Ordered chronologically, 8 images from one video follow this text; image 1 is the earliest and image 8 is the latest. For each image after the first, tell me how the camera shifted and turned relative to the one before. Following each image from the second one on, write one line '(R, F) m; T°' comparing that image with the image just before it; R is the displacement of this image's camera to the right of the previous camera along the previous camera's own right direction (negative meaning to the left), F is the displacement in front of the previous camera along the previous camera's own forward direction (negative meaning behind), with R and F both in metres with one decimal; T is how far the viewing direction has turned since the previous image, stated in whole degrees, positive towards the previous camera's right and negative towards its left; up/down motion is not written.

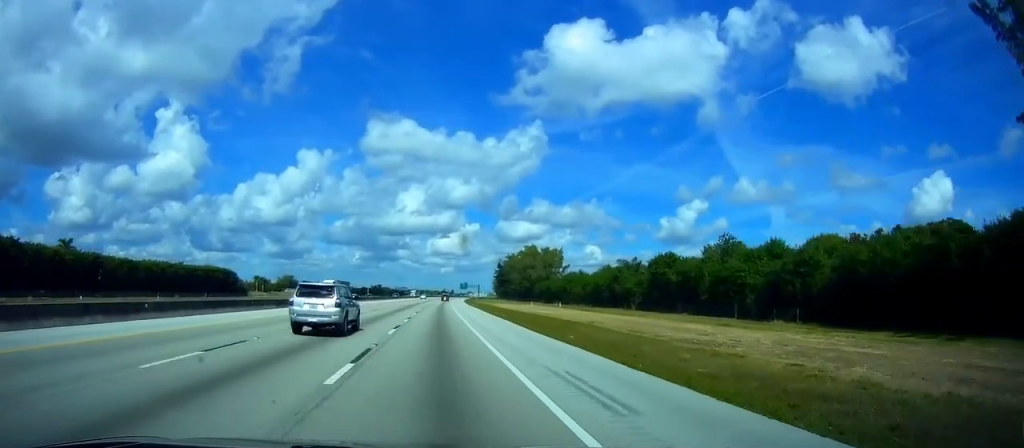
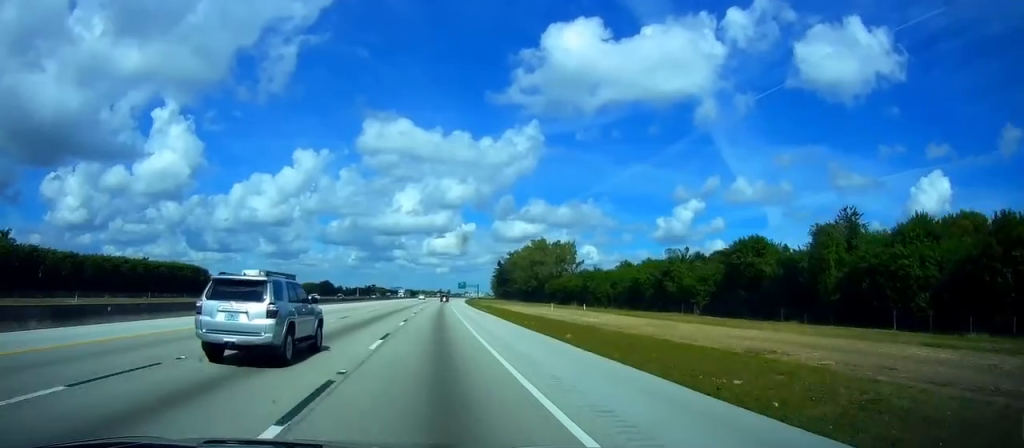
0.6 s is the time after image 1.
(+0.2, +26.9) m; 0°
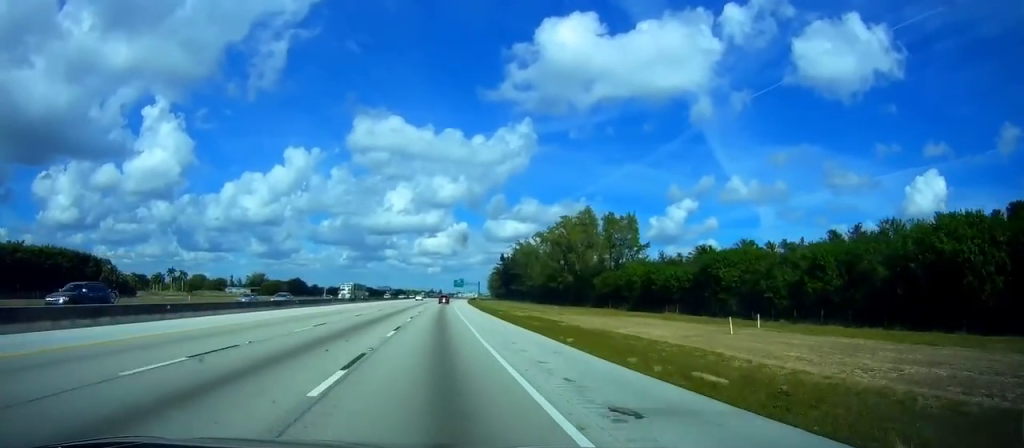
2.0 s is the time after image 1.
(-0.1, +68.1) m; +1°
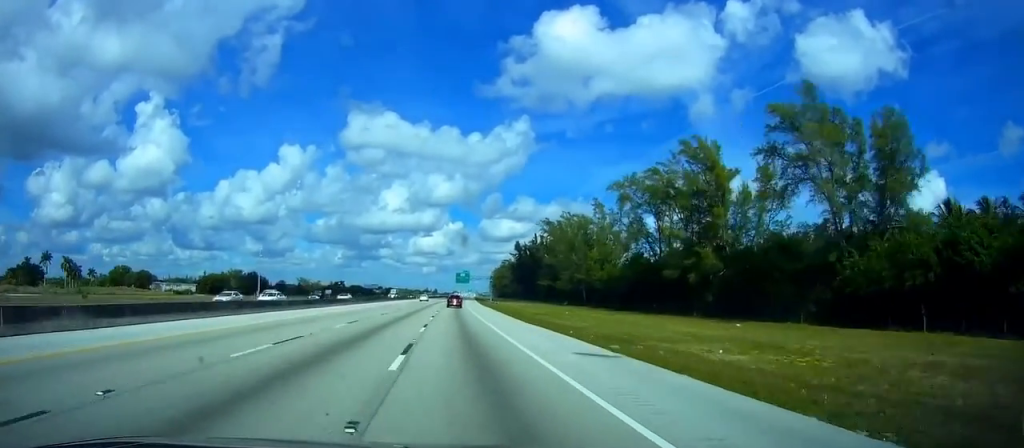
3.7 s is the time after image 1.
(+1.5, +82.3) m; +1°
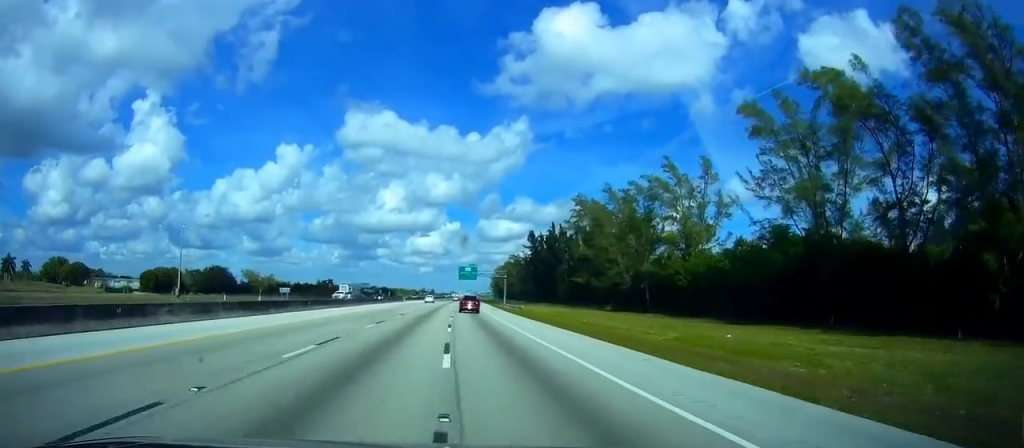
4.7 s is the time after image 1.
(0.0, +47.5) m; 0°
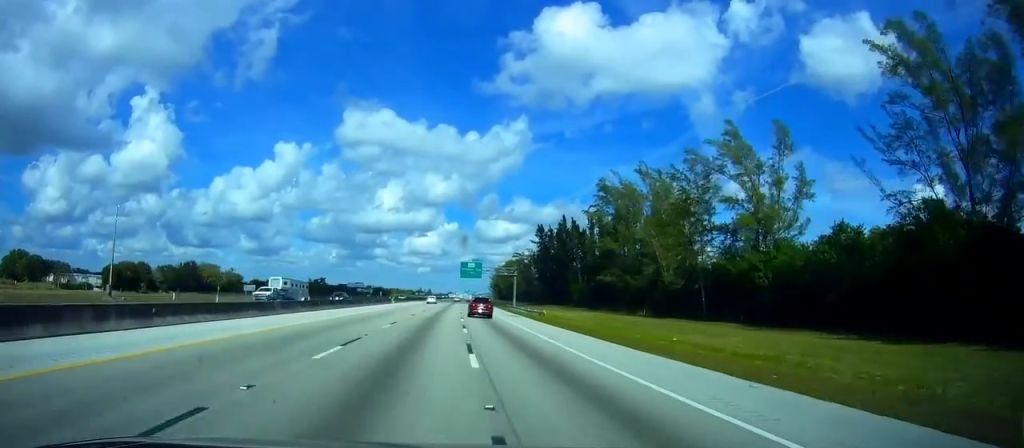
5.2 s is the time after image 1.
(+0.3, +23.7) m; 0°
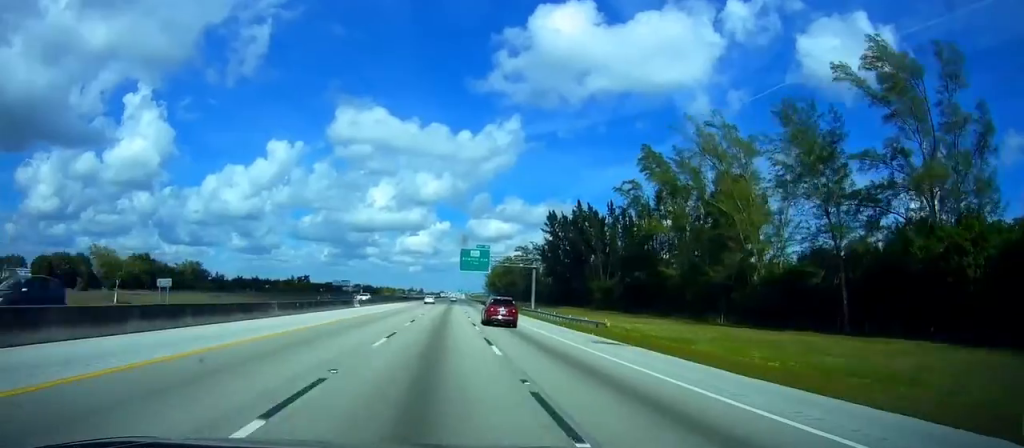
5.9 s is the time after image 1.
(-0.5, +33.3) m; 0°
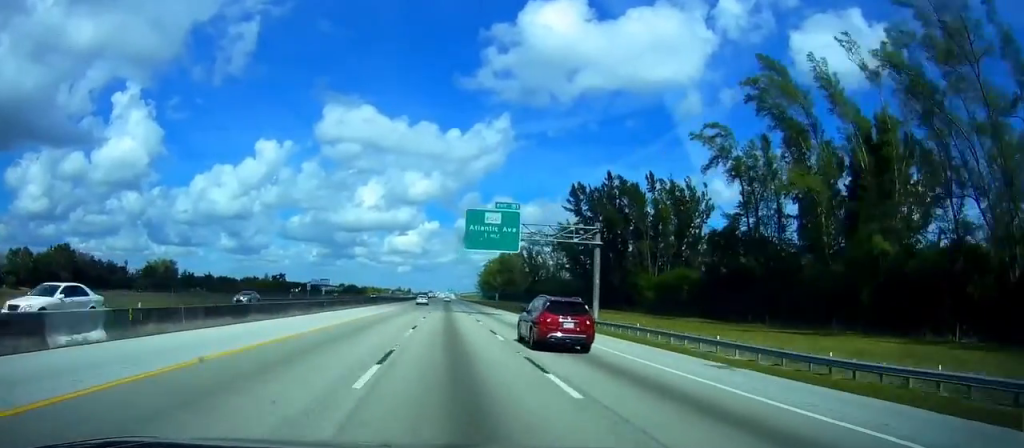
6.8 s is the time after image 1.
(+0.3, +42.7) m; +1°
